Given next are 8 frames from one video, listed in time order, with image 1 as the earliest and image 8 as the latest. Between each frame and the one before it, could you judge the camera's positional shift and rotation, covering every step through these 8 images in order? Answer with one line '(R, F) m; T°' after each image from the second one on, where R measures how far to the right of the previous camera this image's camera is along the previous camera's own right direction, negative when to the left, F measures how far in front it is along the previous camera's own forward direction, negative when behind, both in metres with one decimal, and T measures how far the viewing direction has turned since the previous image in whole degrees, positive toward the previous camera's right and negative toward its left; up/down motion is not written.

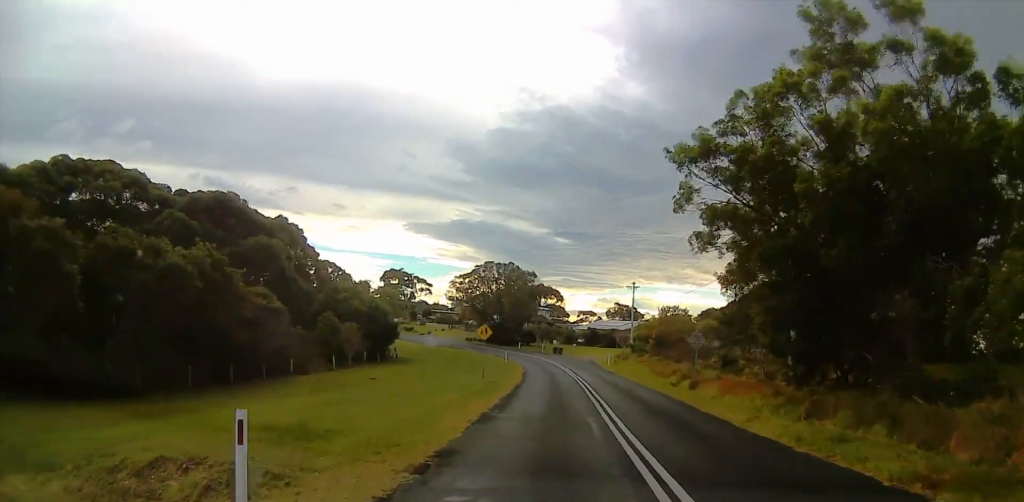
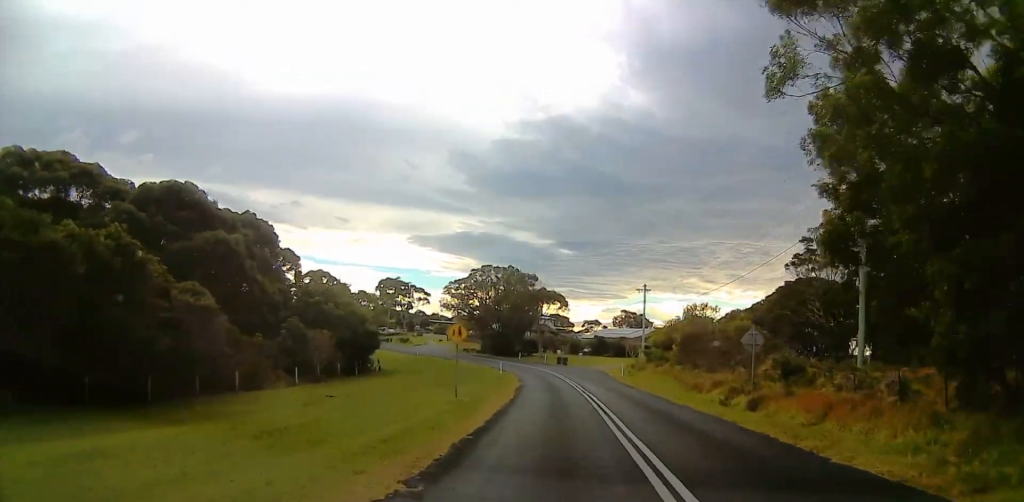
(0.0, +9.2) m; 0°
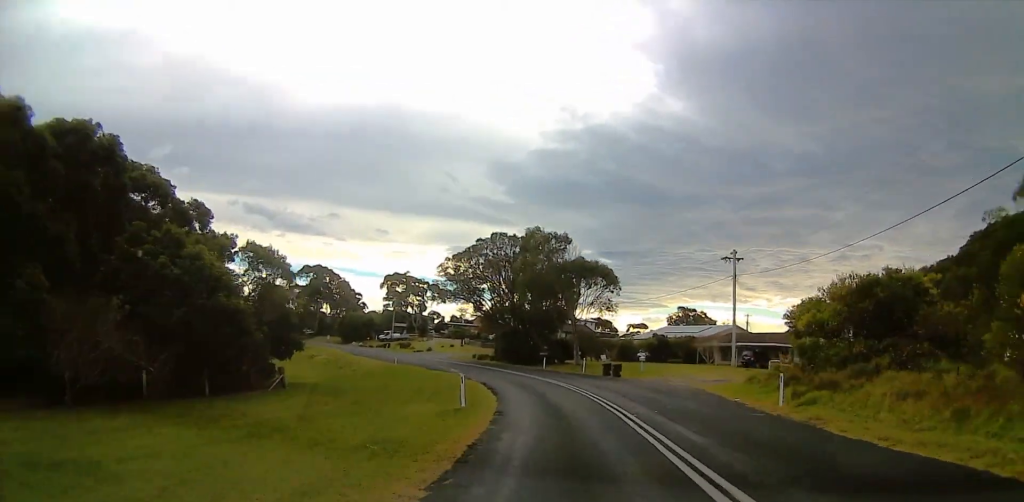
(-0.5, +32.2) m; -5°
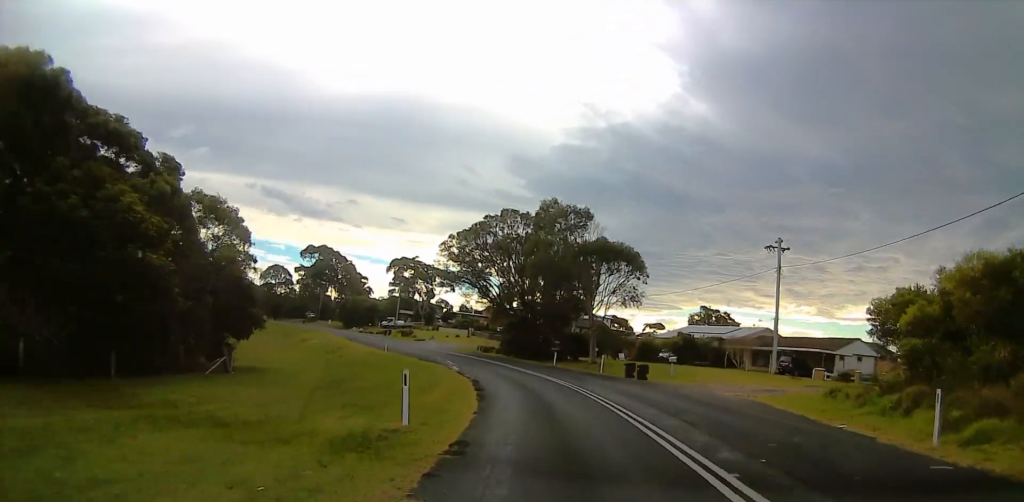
(-0.4, +7.7) m; -2°
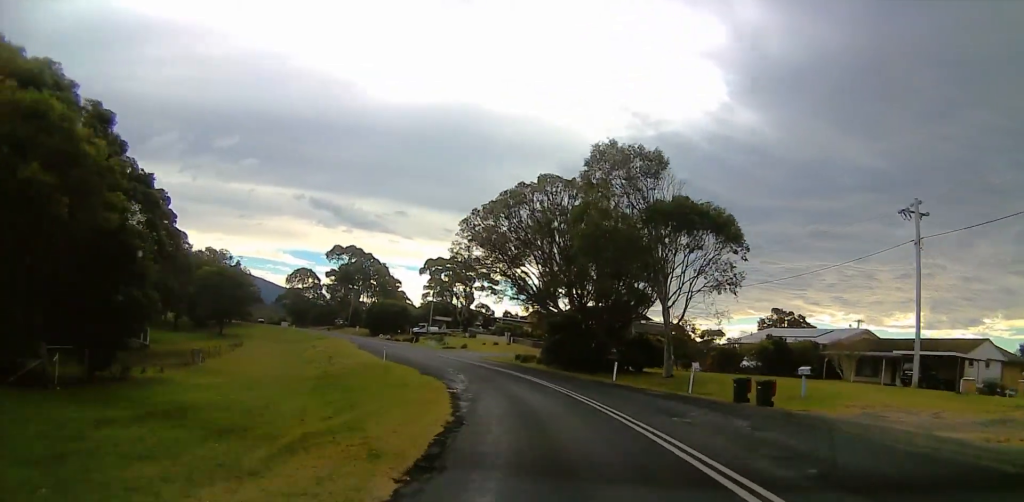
(-0.4, +15.3) m; -1°
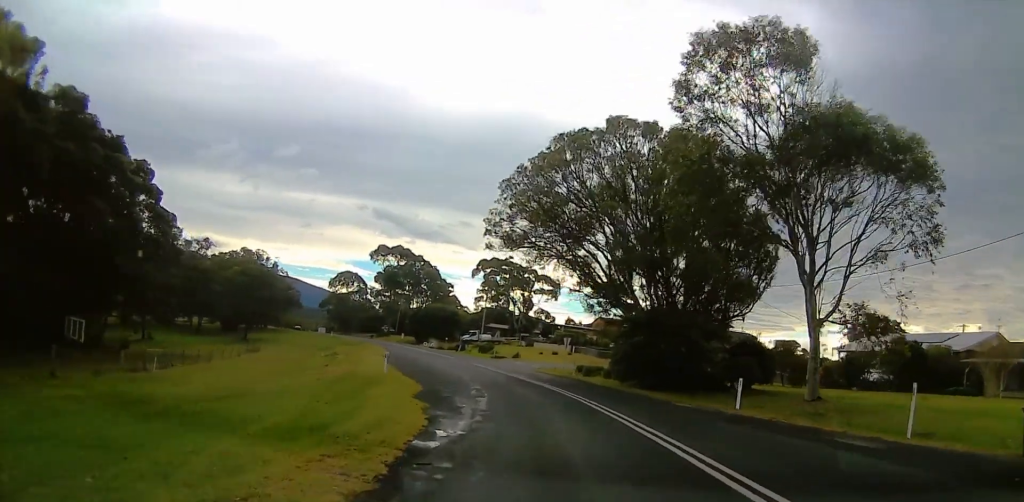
(0.0, +13.5) m; -4°
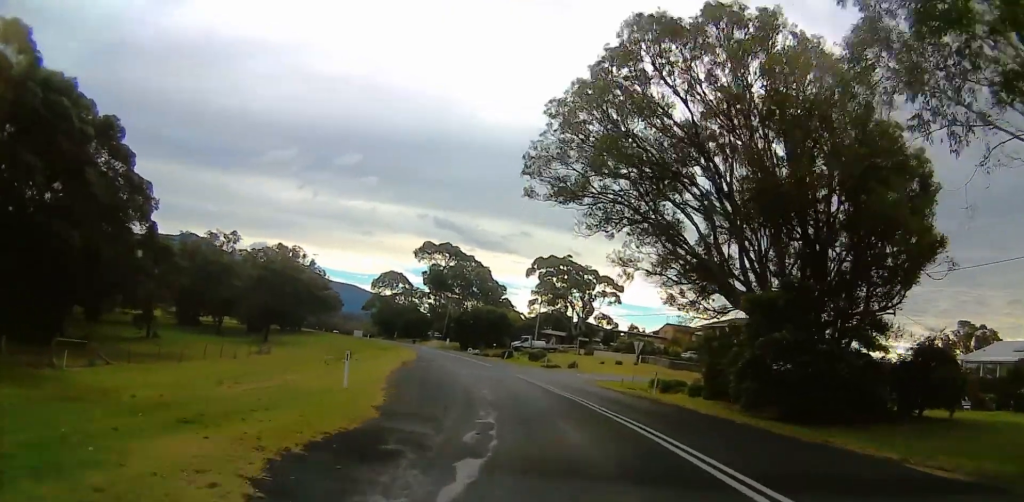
(-0.2, +12.2) m; -6°
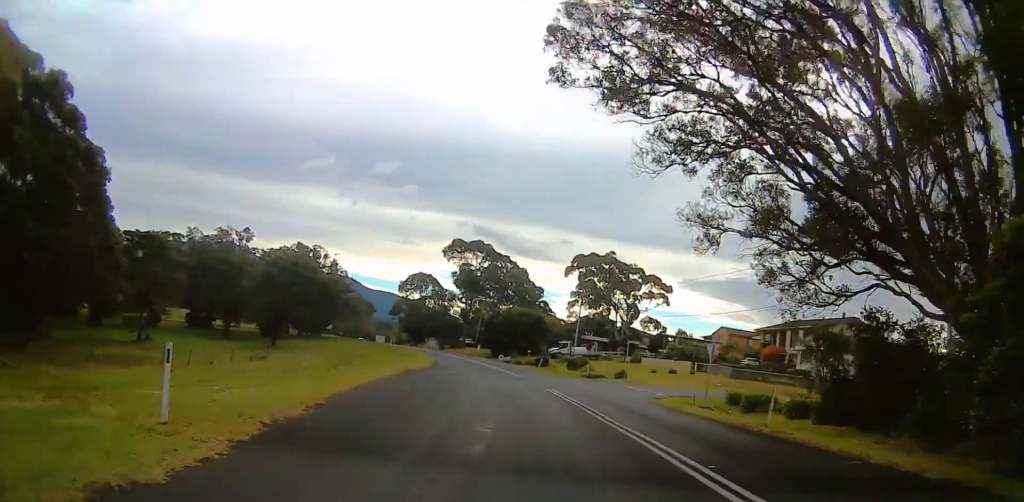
(-1.4, +10.1) m; -3°
